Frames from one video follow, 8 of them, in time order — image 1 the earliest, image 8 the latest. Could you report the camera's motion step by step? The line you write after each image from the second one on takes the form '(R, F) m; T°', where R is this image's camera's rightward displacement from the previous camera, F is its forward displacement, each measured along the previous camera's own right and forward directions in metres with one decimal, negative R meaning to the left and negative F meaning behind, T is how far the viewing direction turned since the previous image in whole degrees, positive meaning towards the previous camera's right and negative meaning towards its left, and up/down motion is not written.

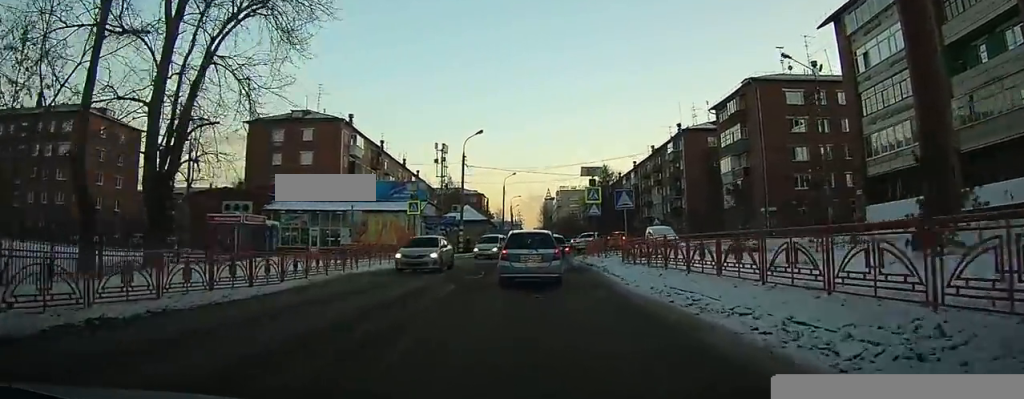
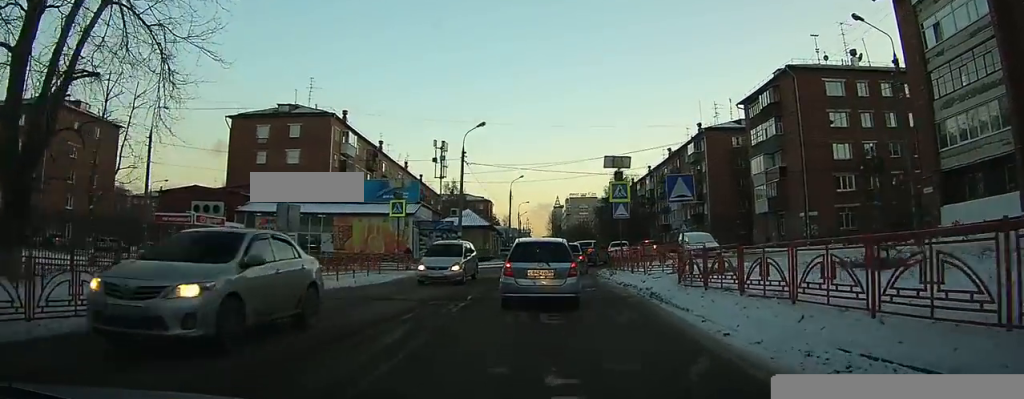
(0.0, +6.4) m; -1°
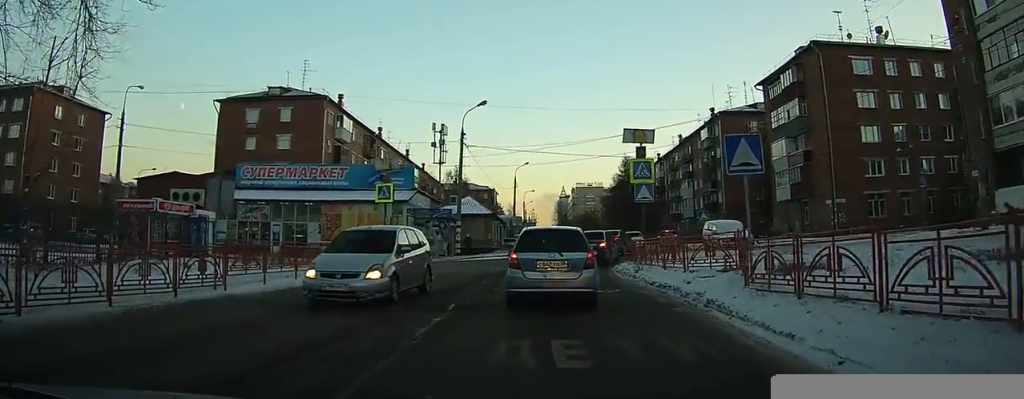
(0.0, +3.5) m; -1°
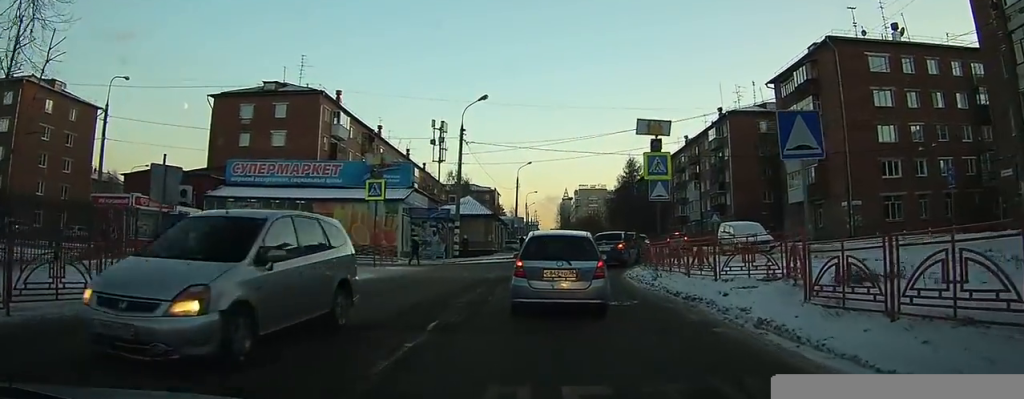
(0.0, +2.0) m; 0°
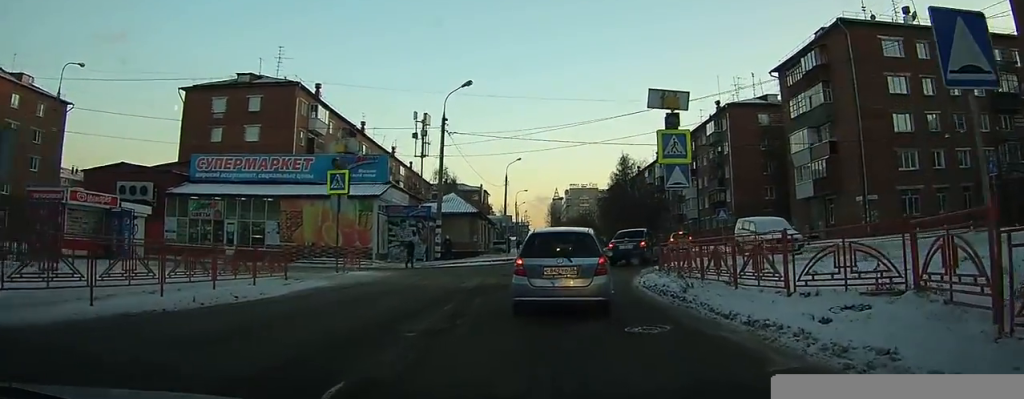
(0.0, +3.9) m; +1°
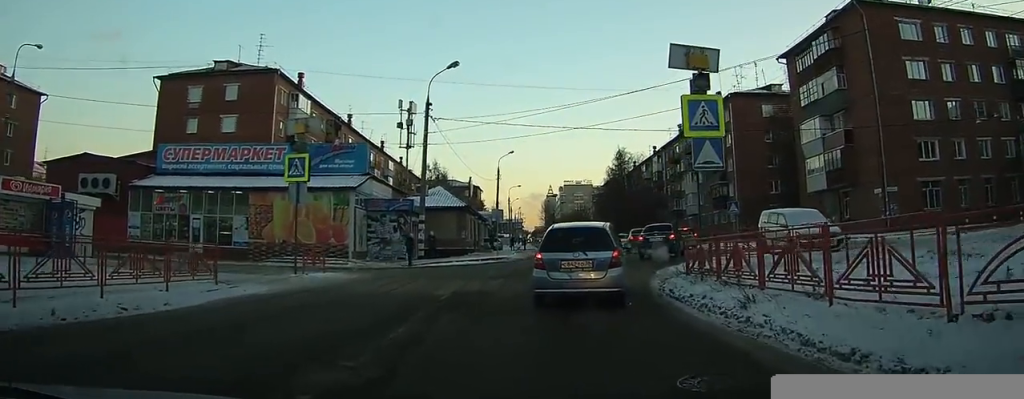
(0.0, +3.6) m; 0°
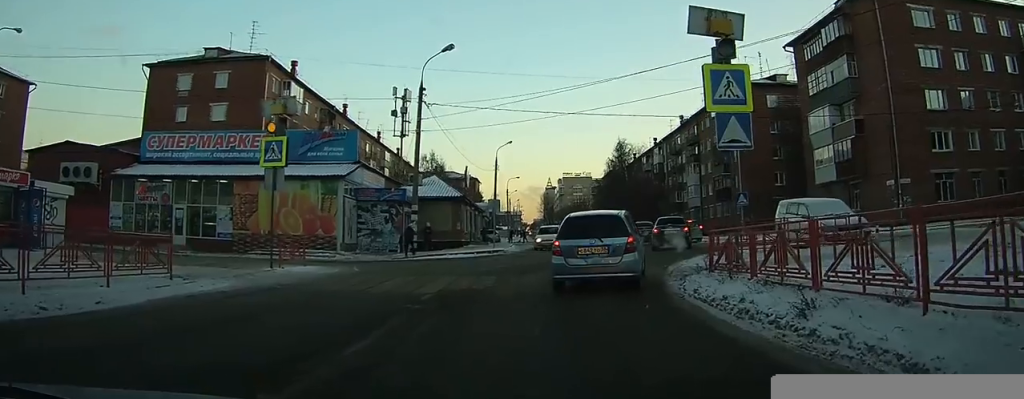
(0.0, +1.7) m; 0°
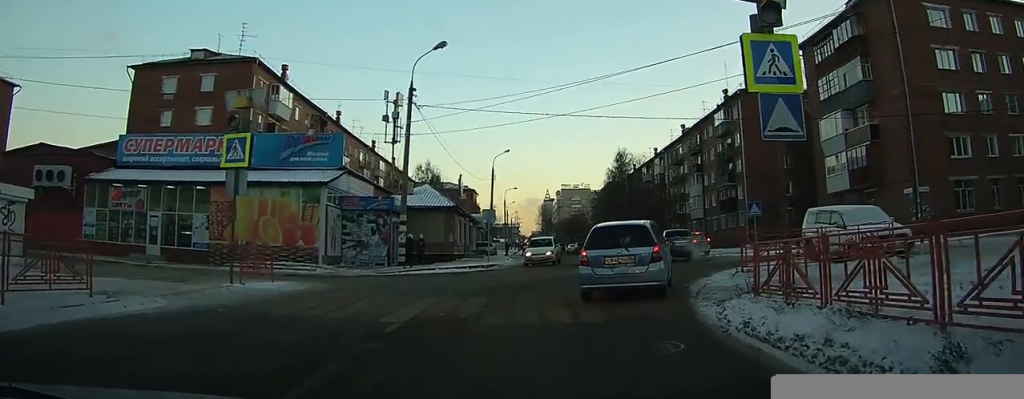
(0.0, +2.0) m; 0°
